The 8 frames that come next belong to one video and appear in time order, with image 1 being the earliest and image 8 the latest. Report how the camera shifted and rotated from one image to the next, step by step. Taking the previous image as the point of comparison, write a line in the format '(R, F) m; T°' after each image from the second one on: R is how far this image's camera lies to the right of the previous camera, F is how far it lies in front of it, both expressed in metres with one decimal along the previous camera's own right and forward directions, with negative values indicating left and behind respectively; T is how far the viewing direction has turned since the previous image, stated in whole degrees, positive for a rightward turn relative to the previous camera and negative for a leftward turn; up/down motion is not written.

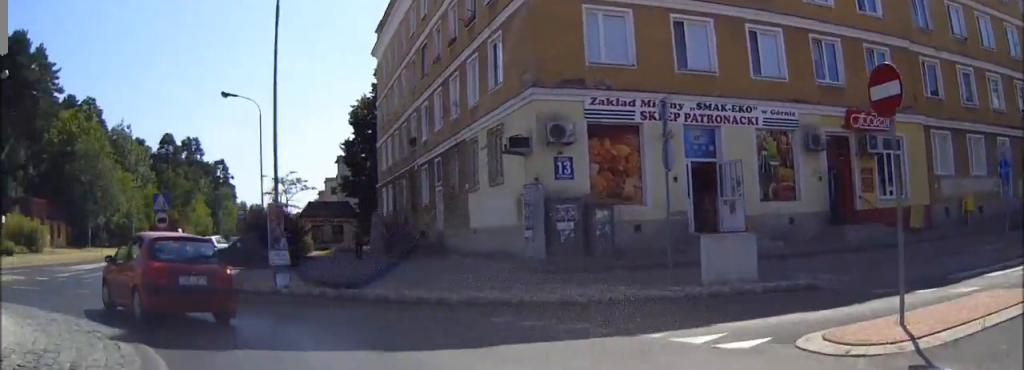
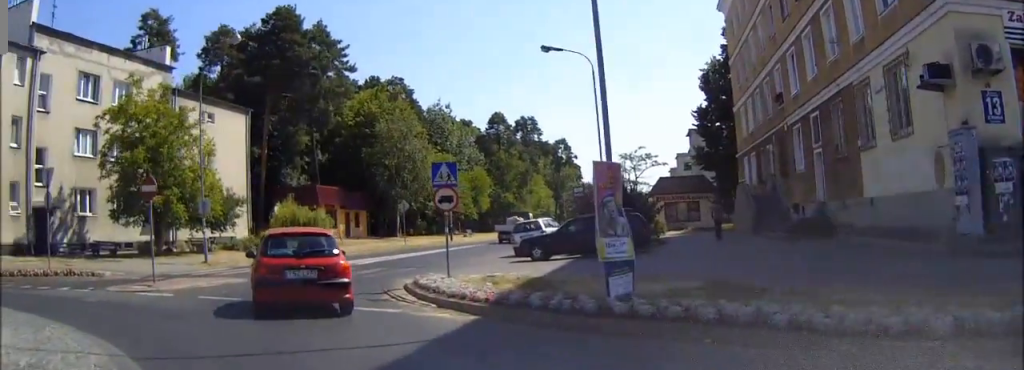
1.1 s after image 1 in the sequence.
(-1.0, +6.2) m; -21°
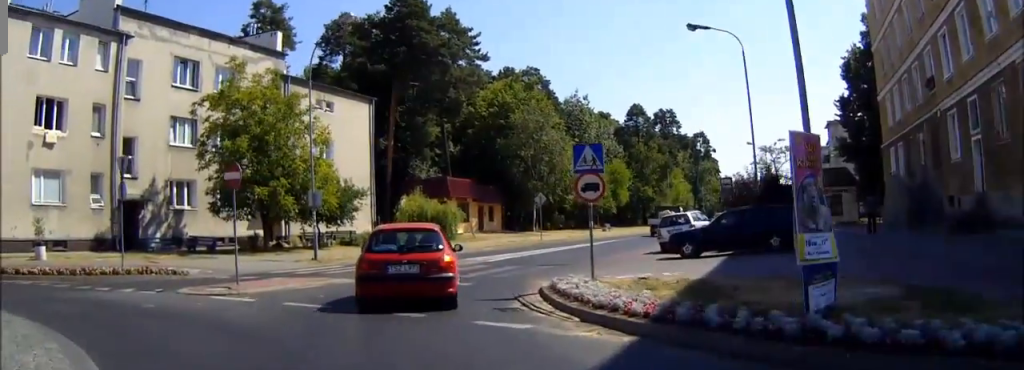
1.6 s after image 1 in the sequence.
(-0.3, +2.6) m; -7°
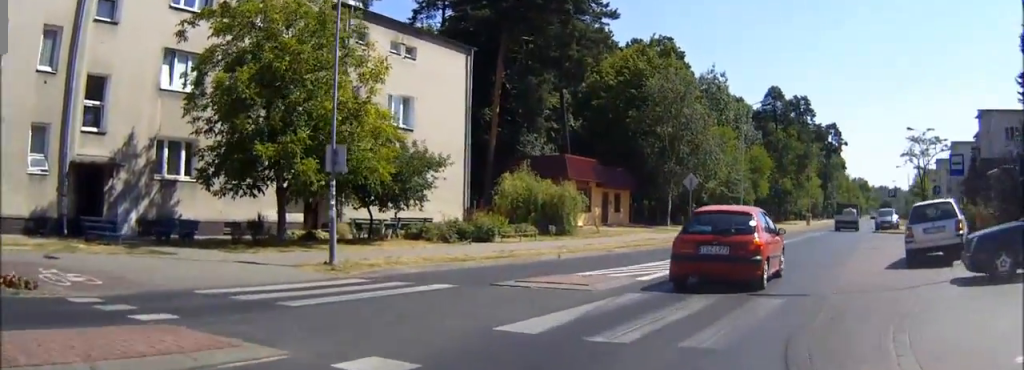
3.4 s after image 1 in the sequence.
(-2.0, +11.4) m; -9°
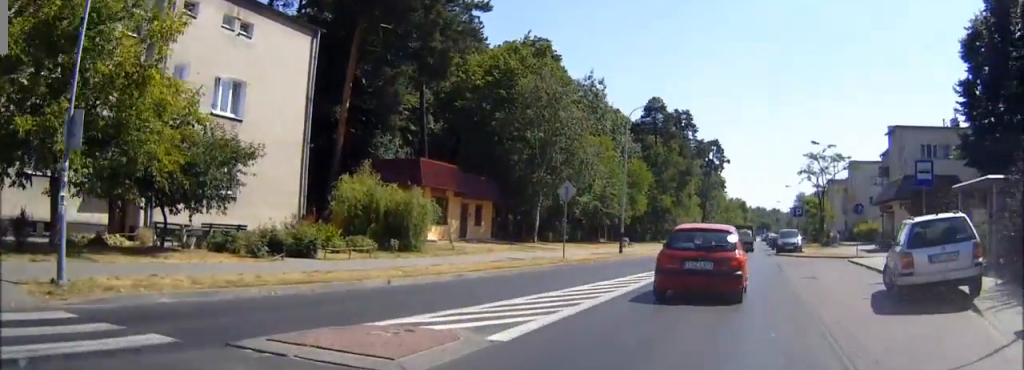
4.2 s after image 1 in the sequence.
(+0.1, +5.8) m; +7°
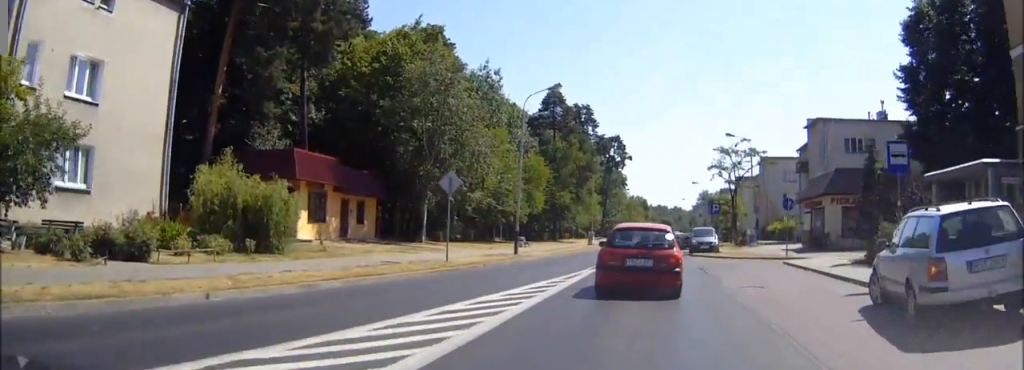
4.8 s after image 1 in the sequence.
(+0.5, +4.1) m; +5°
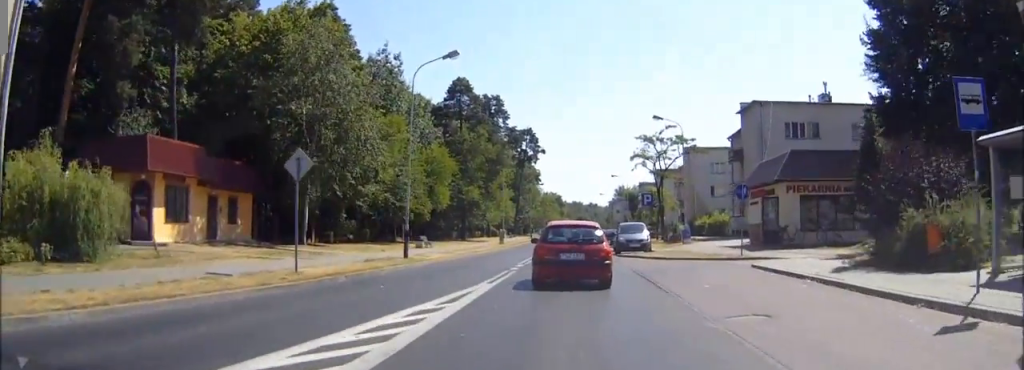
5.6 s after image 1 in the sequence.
(+0.5, +6.4) m; +6°
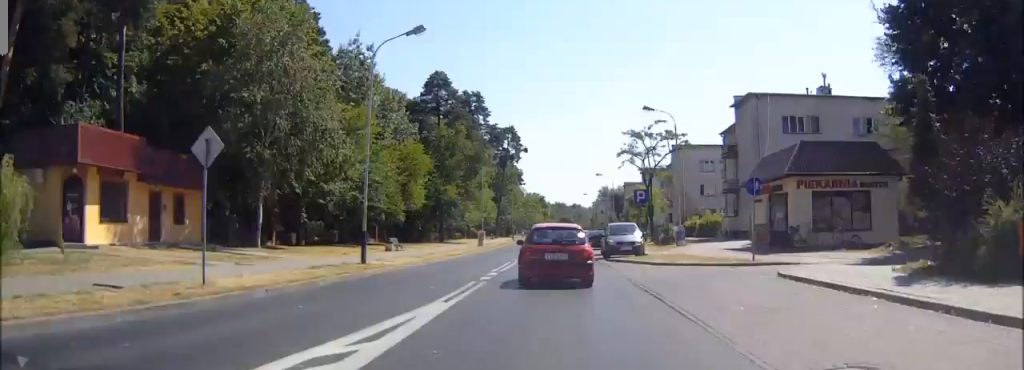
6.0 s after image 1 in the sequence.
(+0.1, +3.9) m; +2°
